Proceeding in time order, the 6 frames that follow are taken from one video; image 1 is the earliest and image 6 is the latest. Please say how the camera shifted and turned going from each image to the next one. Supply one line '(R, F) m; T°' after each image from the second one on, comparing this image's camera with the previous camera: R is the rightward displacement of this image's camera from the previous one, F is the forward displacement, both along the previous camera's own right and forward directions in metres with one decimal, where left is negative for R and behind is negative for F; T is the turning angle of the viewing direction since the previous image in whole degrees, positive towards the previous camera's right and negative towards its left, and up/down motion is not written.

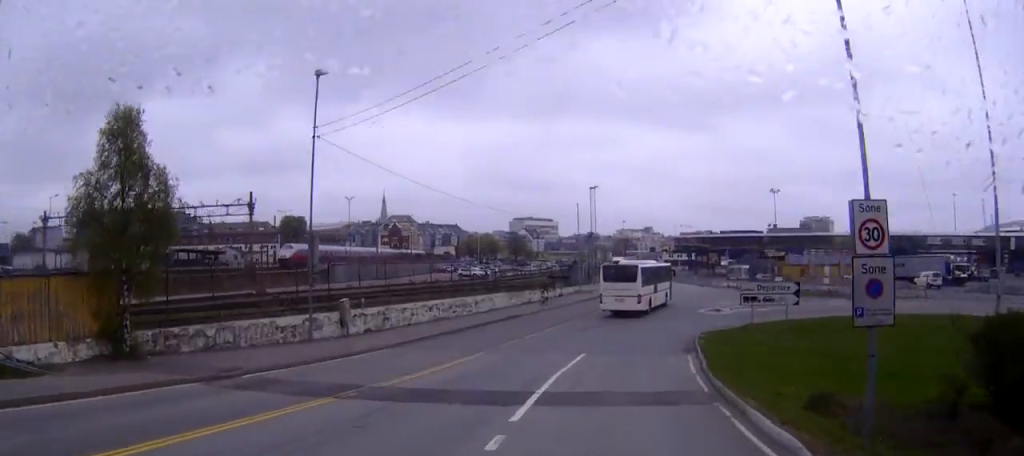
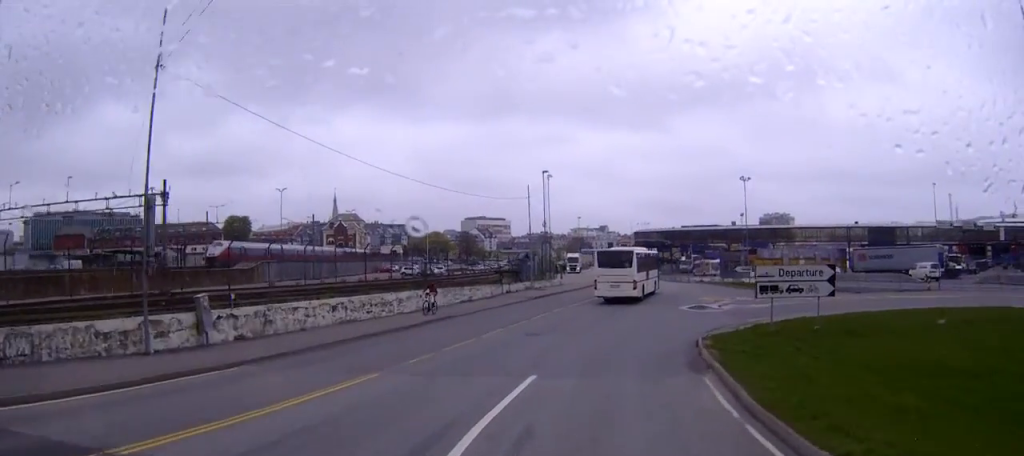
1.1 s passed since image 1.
(+0.5, +9.6) m; +5°
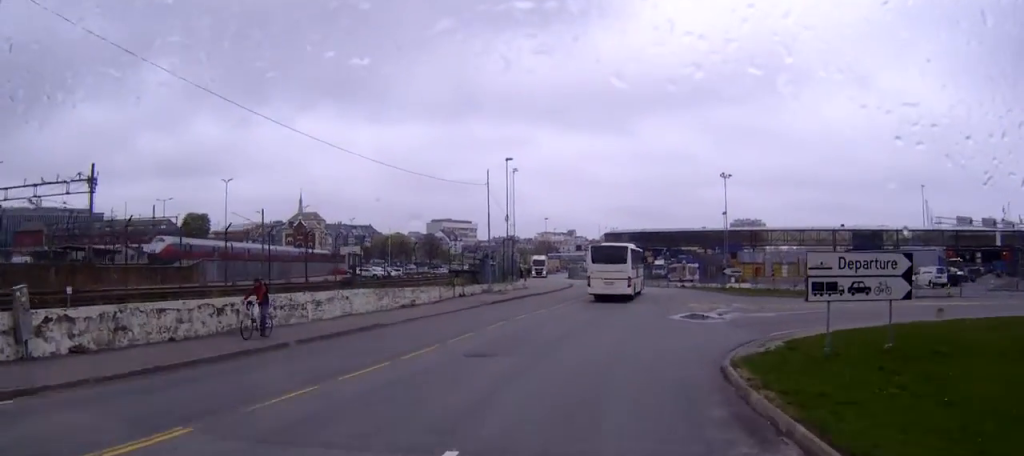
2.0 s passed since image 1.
(+0.3, +7.9) m; +3°
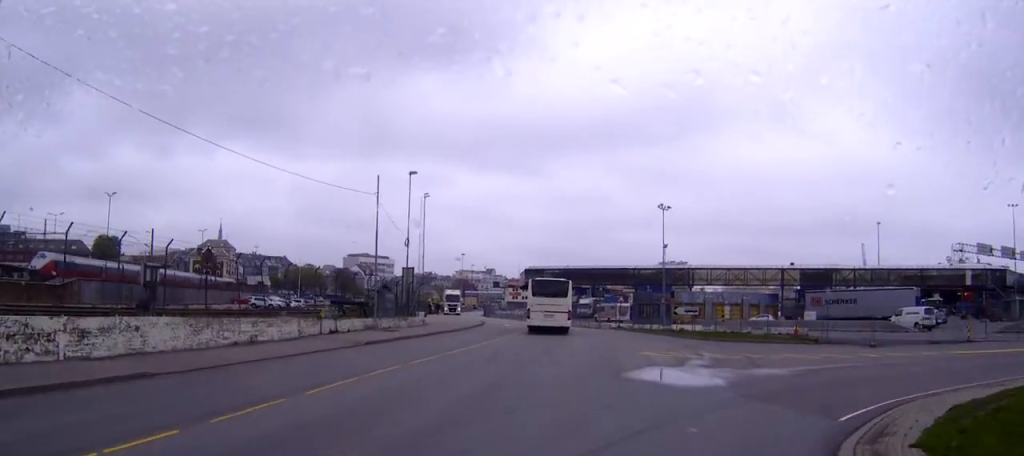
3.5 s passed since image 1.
(+0.1, +12.3) m; +6°
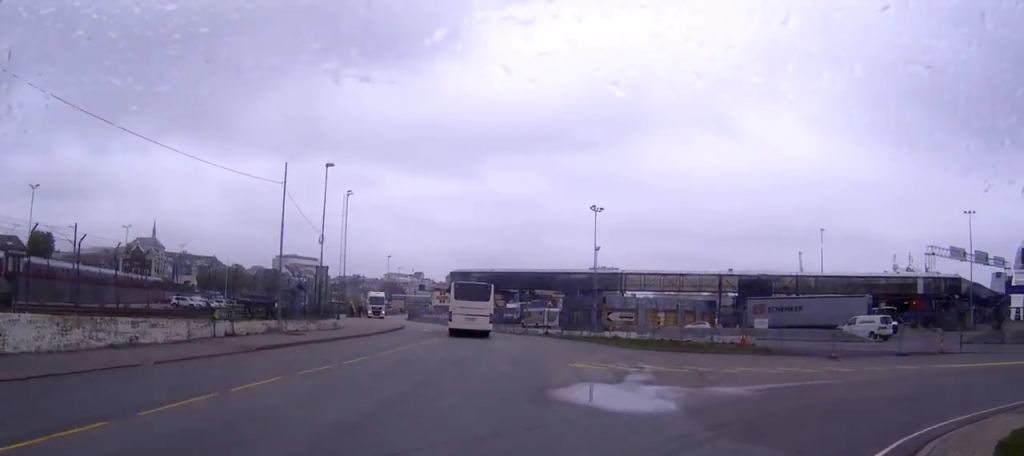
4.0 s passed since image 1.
(+0.1, +4.2) m; +7°
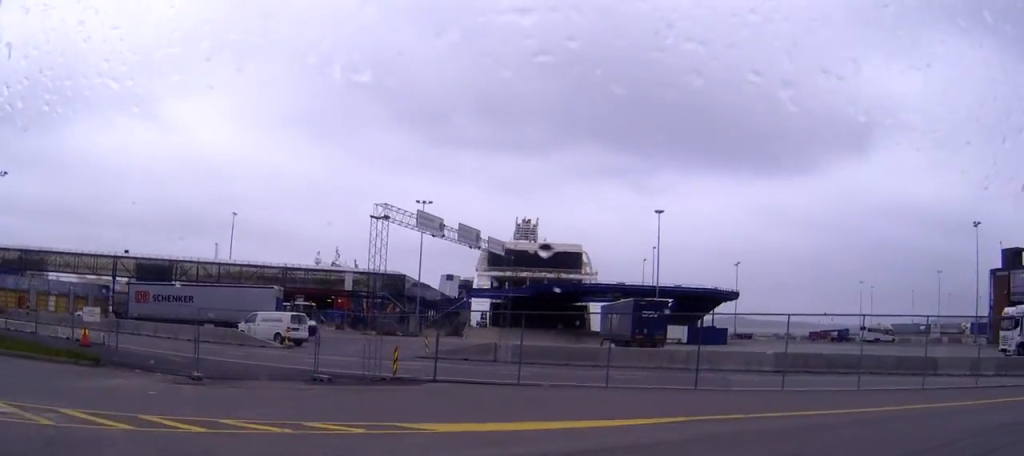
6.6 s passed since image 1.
(+6.6, +13.4) m; +60°
